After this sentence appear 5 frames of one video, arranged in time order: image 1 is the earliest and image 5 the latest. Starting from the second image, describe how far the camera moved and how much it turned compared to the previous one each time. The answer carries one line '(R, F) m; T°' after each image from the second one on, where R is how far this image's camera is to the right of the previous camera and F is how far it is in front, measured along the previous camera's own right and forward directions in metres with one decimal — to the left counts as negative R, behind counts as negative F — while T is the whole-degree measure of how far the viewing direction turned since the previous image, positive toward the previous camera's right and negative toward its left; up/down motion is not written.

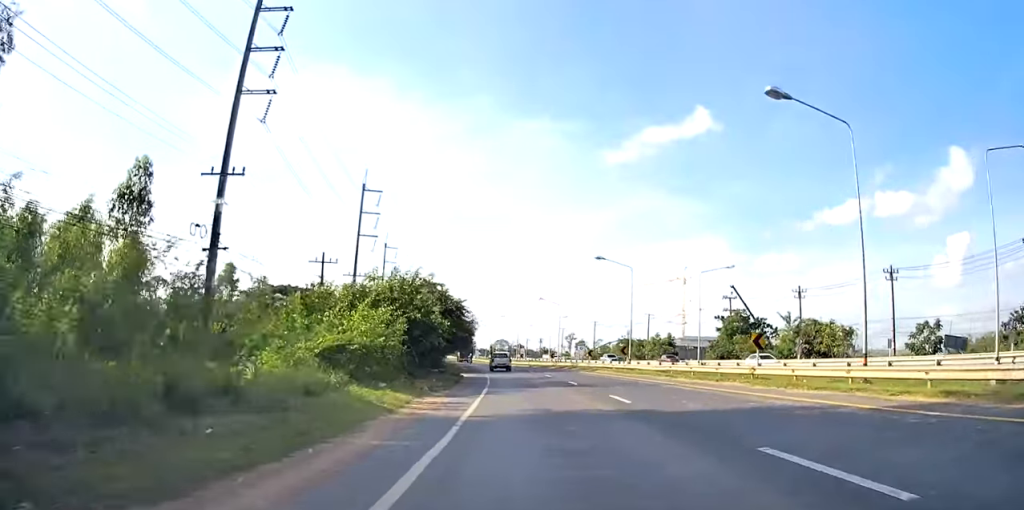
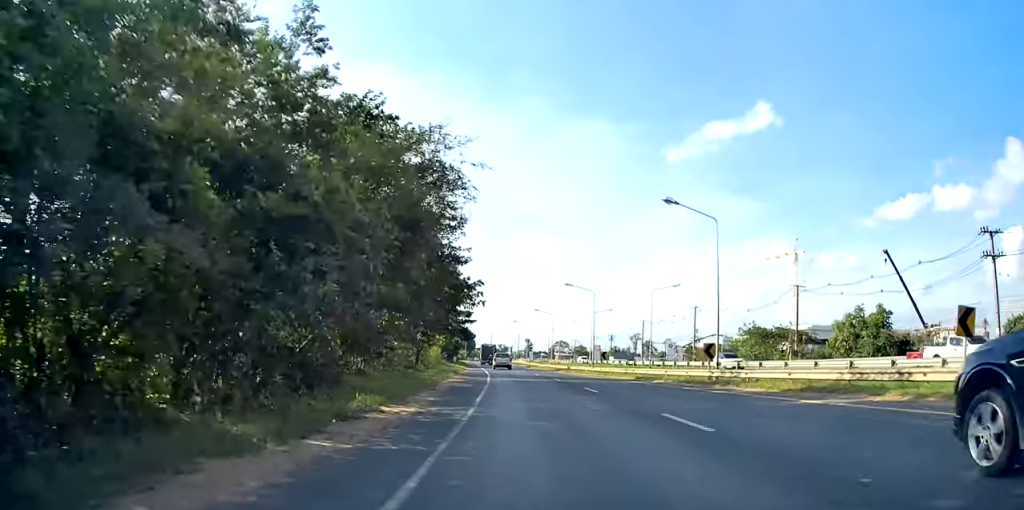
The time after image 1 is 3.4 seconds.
(-4.5, +54.0) m; -4°
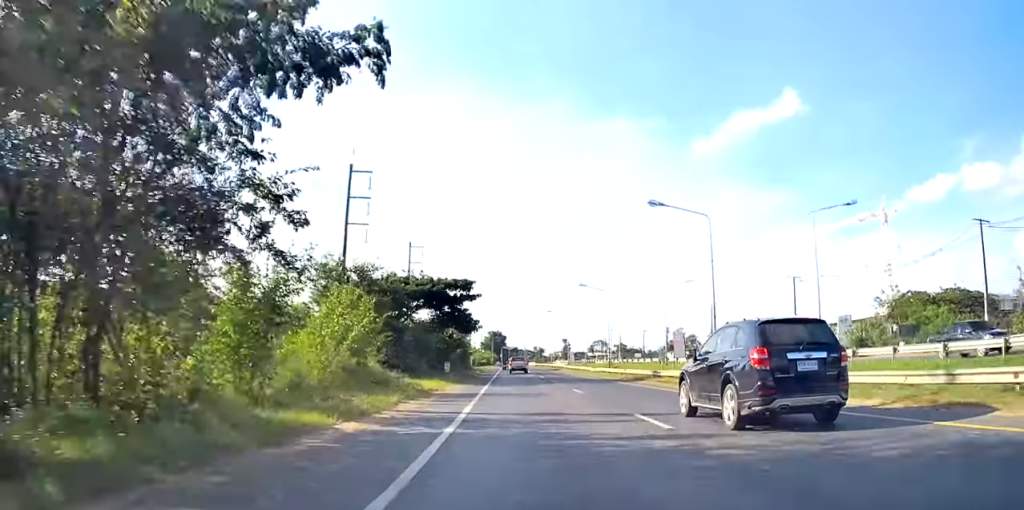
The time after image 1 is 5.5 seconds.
(-1.9, +36.0) m; -5°
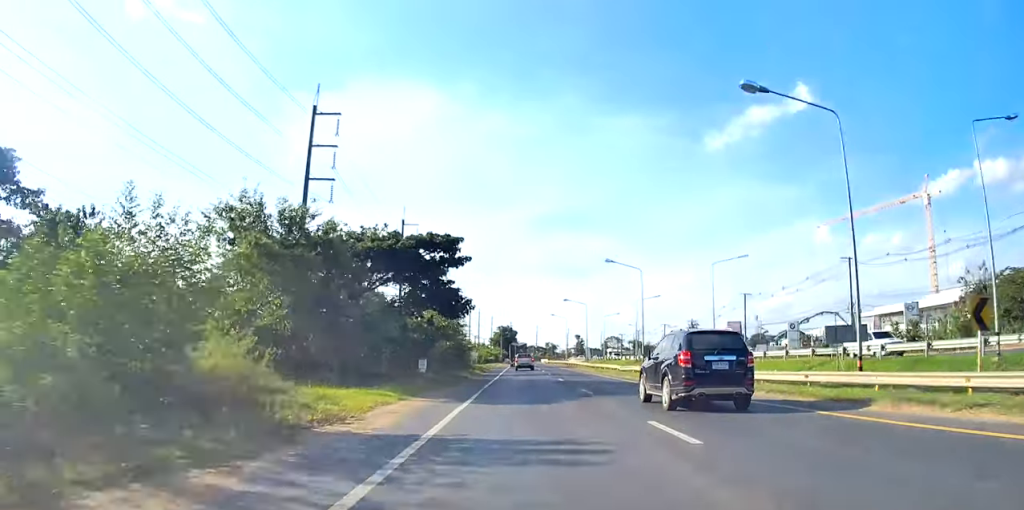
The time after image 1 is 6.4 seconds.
(0.0, +14.8) m; 0°
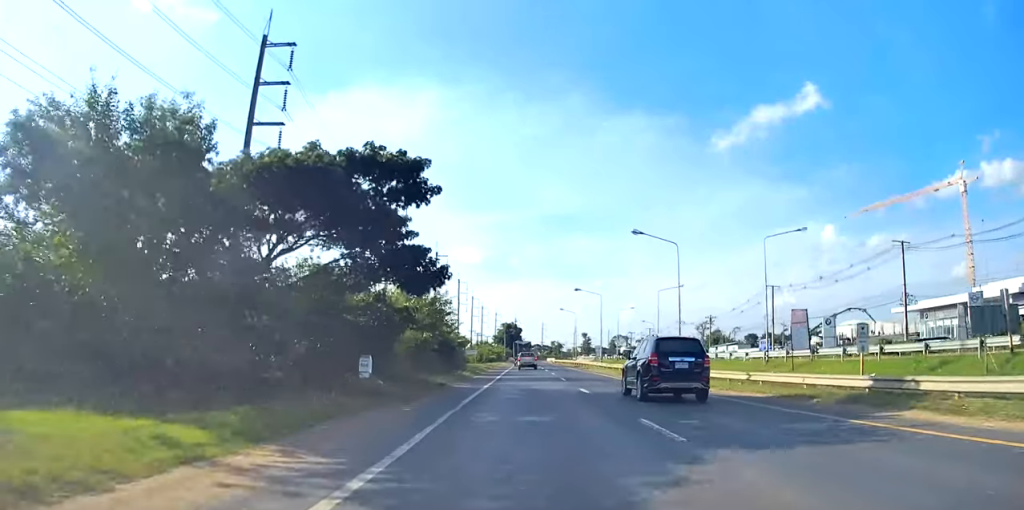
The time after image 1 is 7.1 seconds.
(0.0, +12.4) m; 0°
